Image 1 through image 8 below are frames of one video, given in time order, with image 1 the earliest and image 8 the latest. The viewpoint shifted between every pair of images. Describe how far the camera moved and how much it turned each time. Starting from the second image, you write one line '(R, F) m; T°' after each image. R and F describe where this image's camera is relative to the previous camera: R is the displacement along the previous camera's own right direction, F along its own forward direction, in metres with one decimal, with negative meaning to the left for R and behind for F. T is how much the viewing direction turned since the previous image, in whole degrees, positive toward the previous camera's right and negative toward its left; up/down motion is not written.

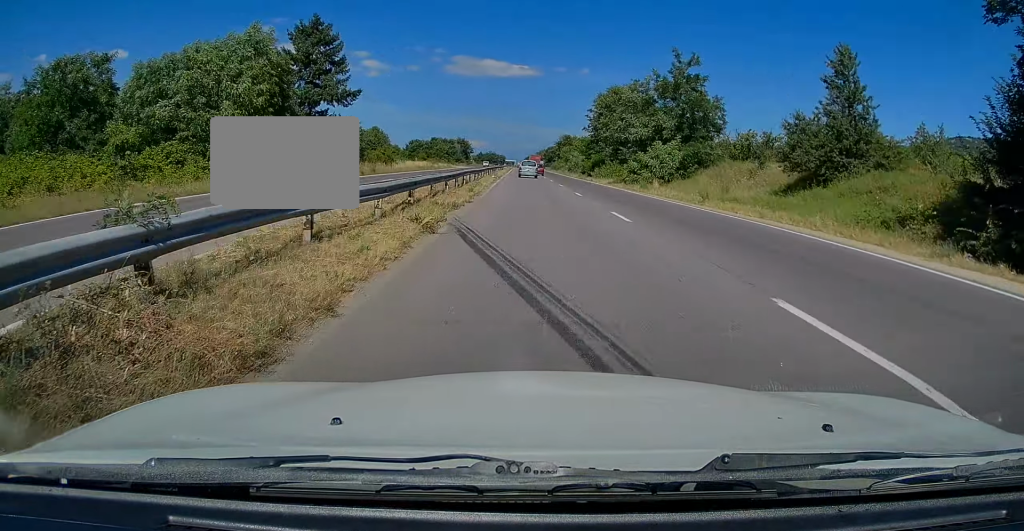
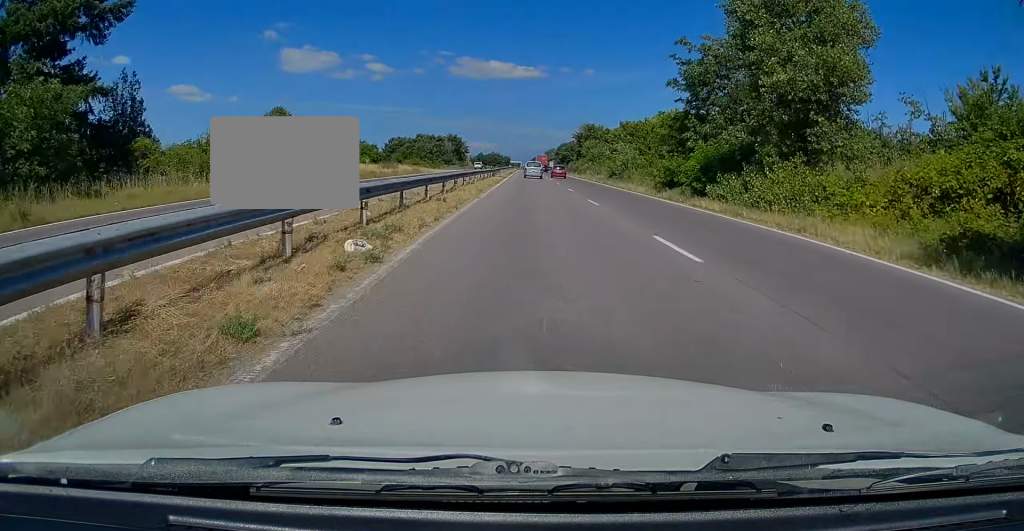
(-0.6, +42.3) m; 0°
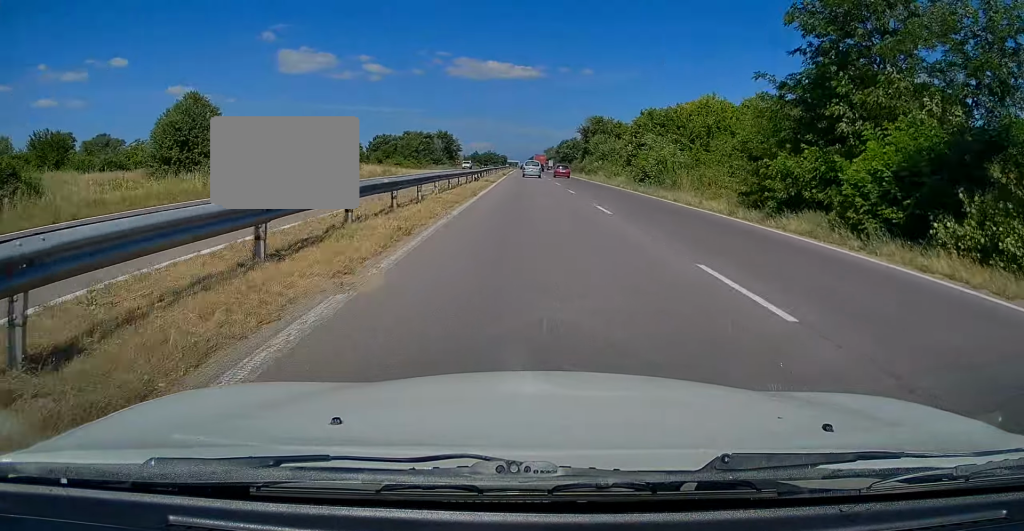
(+0.4, +15.9) m; 0°
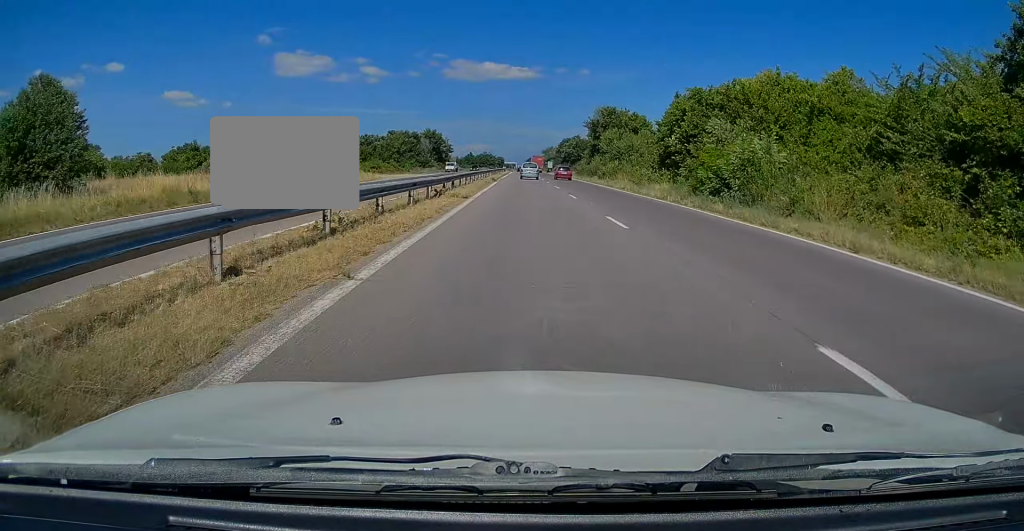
(-0.3, +15.9) m; -1°
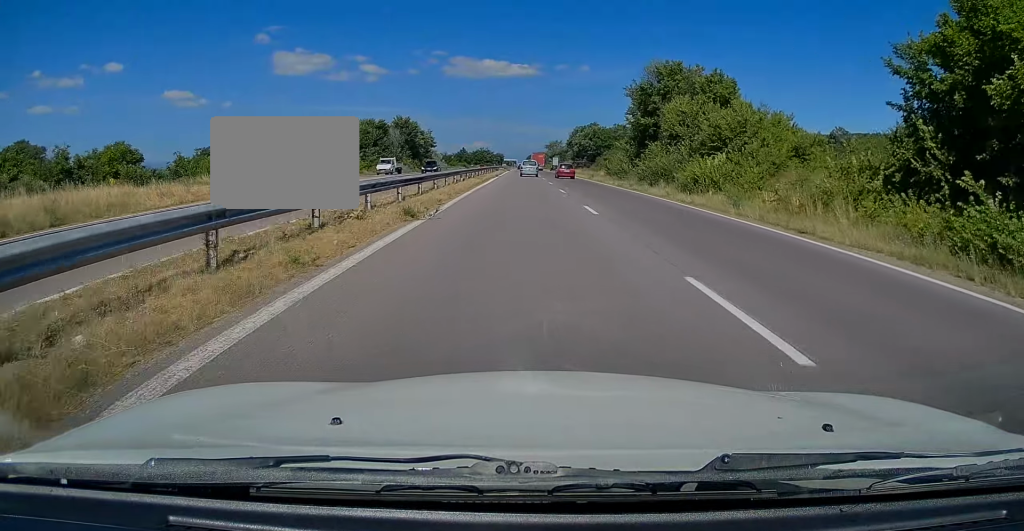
(-0.2, +33.6) m; +1°
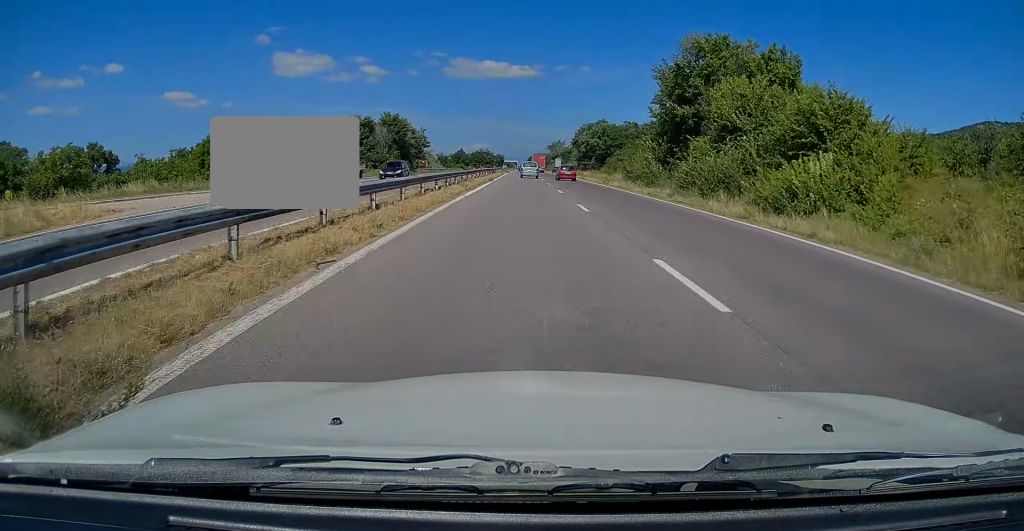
(+0.1, +10.6) m; 0°
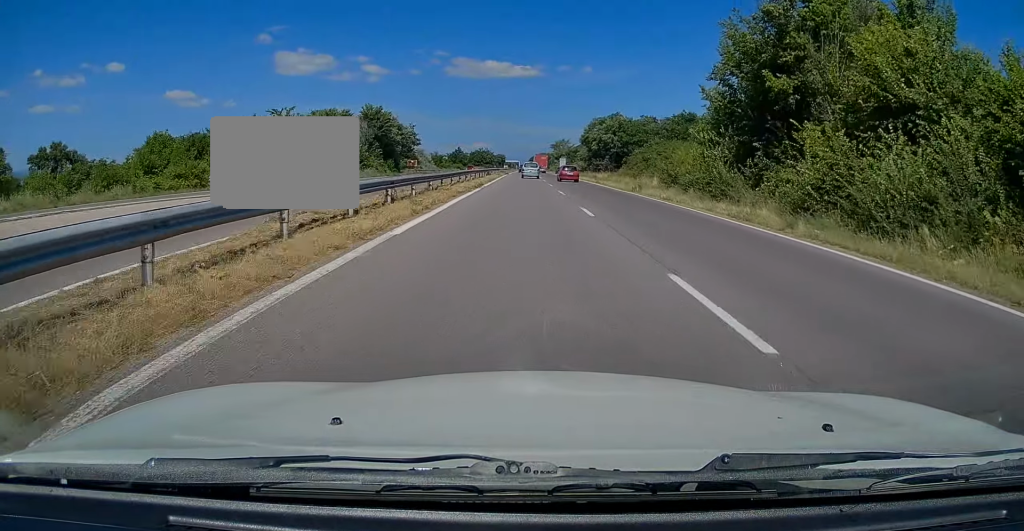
(+0.2, +13.3) m; 0°
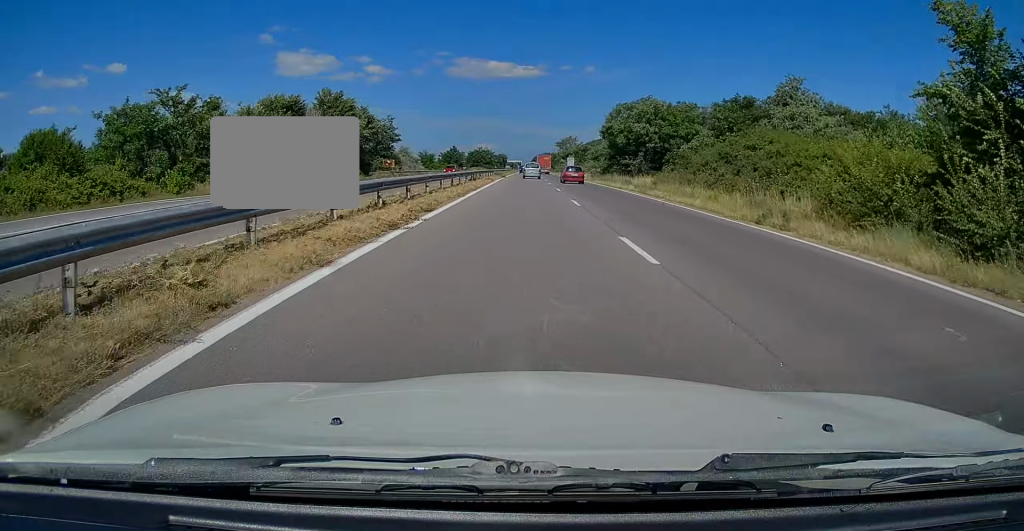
(-0.2, +20.3) m; -1°
